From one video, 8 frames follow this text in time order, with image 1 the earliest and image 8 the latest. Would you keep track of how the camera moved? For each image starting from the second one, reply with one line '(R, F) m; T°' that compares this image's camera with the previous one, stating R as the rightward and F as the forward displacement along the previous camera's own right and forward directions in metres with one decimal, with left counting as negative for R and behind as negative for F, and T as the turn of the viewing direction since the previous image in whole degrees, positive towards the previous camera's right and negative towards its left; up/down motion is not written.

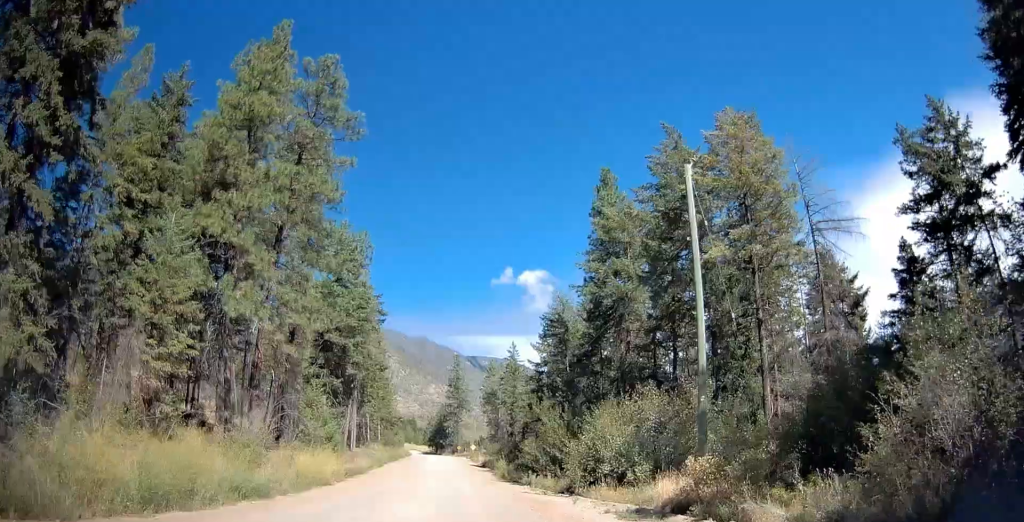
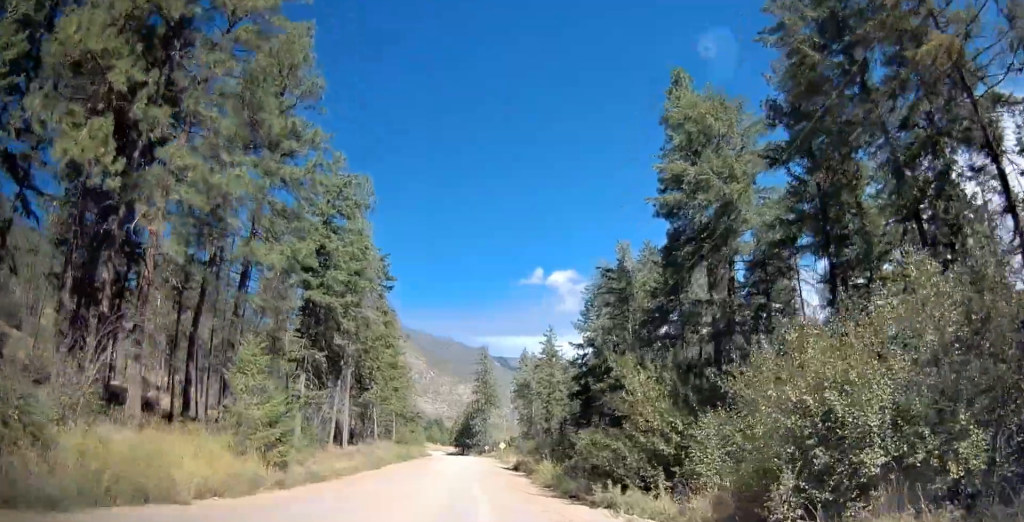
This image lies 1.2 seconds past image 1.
(-0.2, +15.7) m; -2°
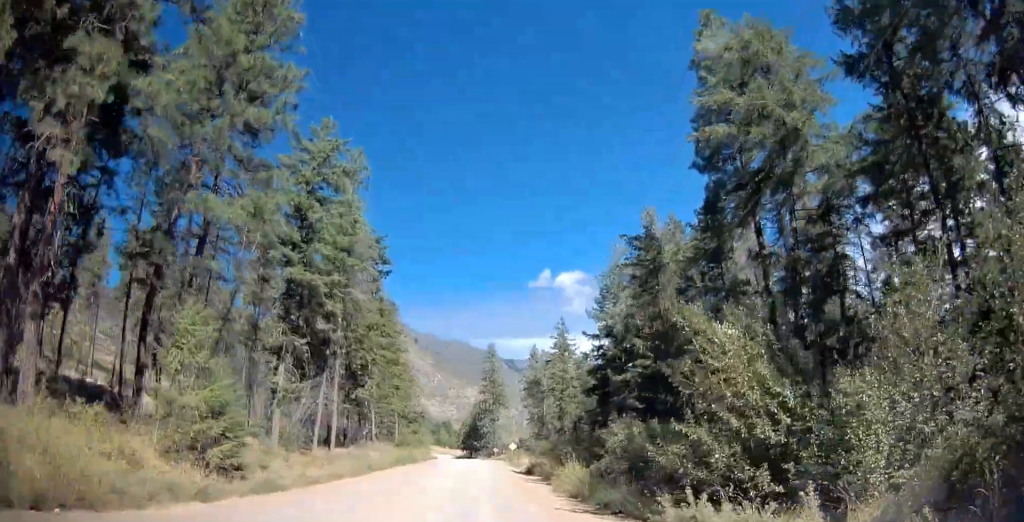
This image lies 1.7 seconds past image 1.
(0.0, +6.5) m; -1°
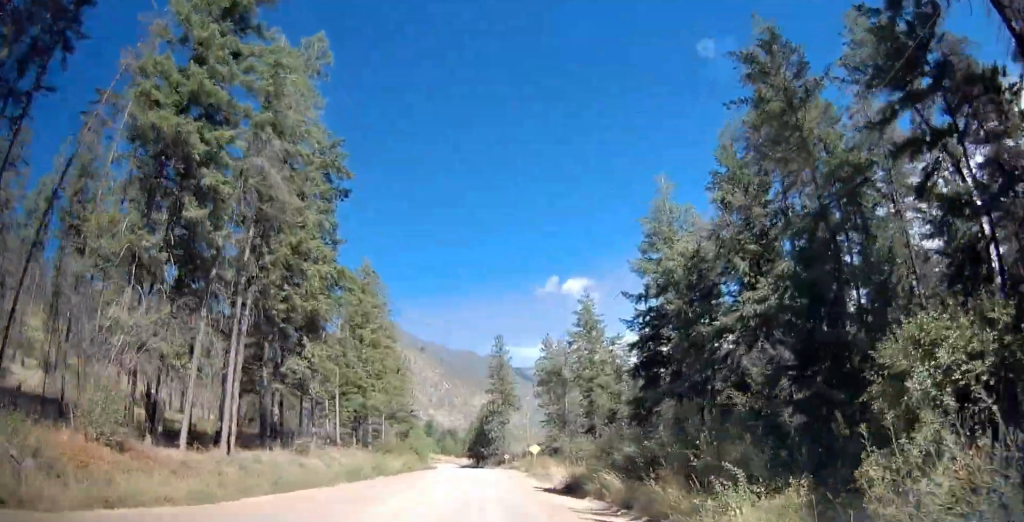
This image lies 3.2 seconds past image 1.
(-0.8, +19.4) m; -4°
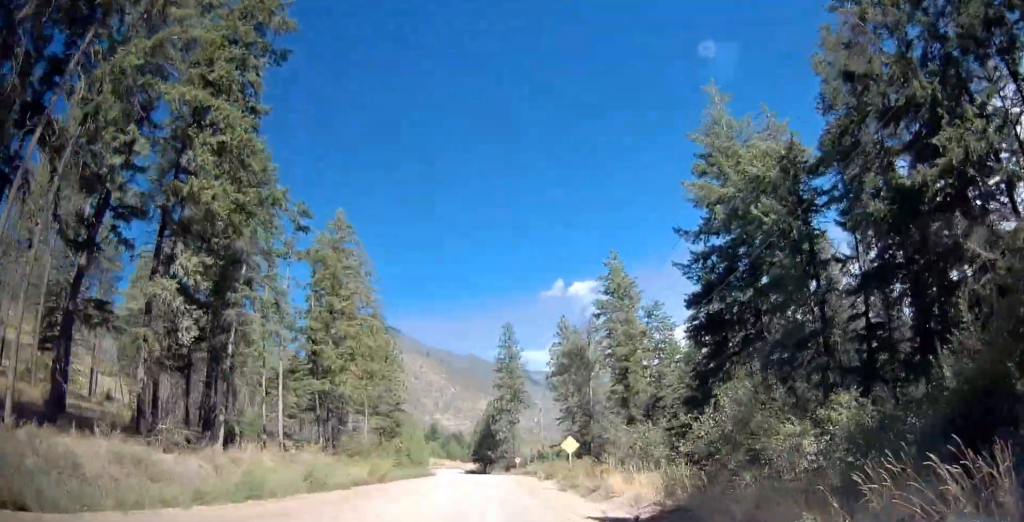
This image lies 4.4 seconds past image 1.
(-0.3, +15.1) m; -1°
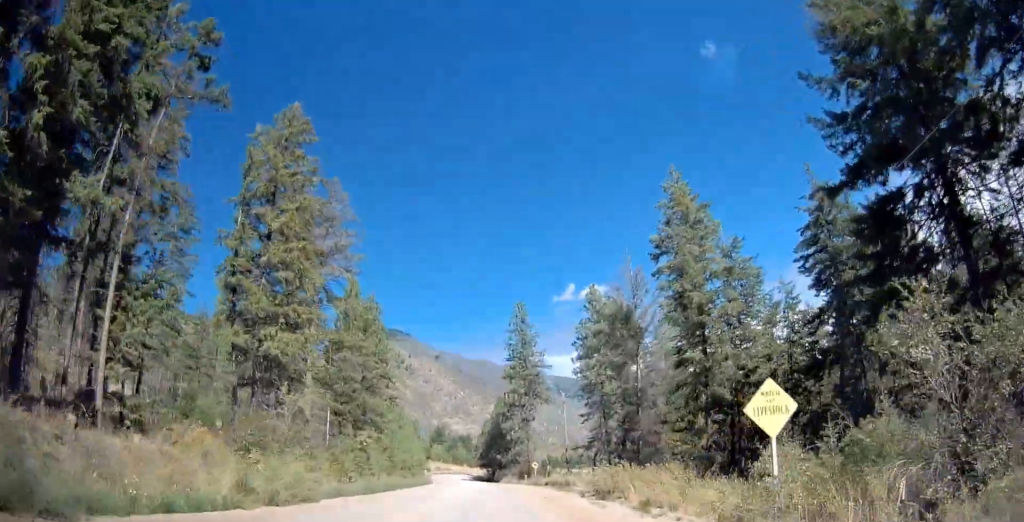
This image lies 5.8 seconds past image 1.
(+0.2, +18.2) m; -1°
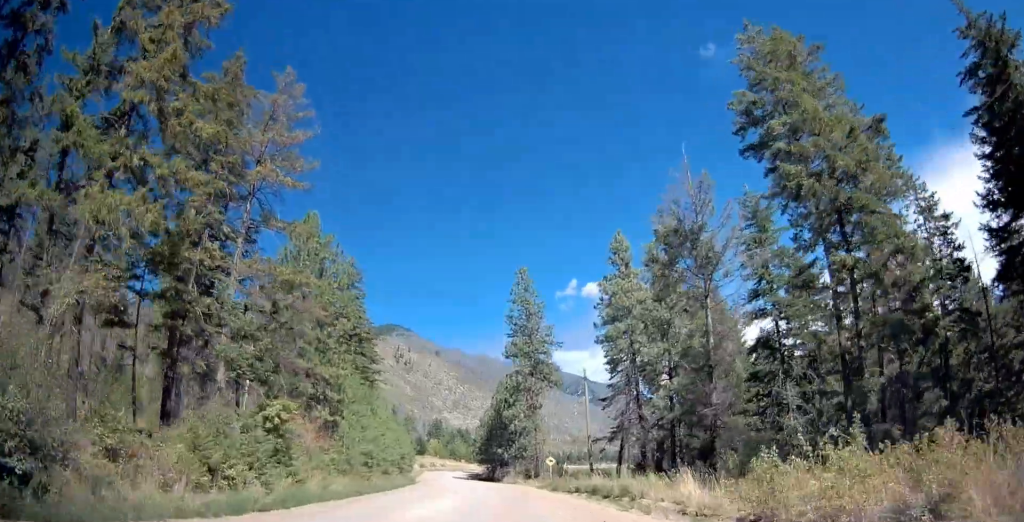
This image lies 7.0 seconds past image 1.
(-0.4, +16.5) m; 0°
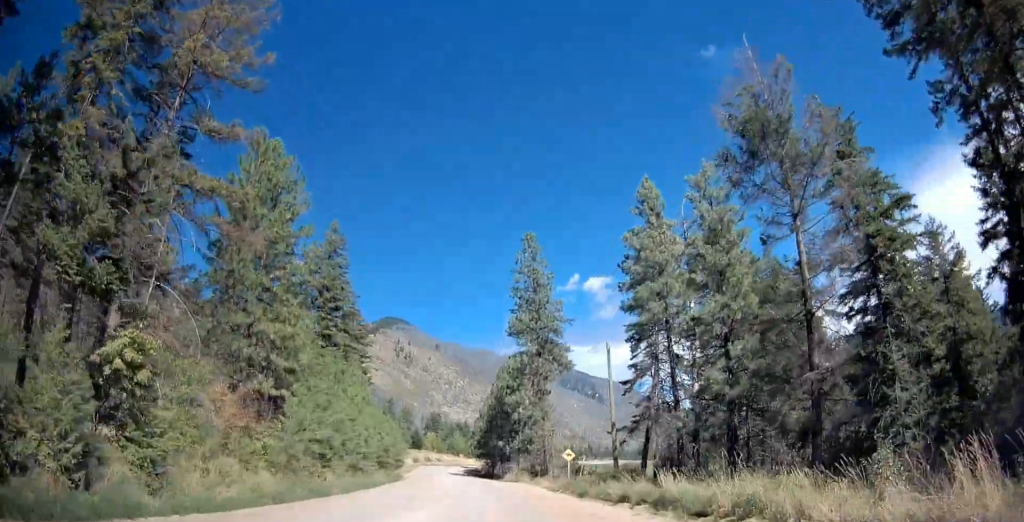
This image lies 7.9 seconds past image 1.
(+0.3, +10.7) m; 0°
